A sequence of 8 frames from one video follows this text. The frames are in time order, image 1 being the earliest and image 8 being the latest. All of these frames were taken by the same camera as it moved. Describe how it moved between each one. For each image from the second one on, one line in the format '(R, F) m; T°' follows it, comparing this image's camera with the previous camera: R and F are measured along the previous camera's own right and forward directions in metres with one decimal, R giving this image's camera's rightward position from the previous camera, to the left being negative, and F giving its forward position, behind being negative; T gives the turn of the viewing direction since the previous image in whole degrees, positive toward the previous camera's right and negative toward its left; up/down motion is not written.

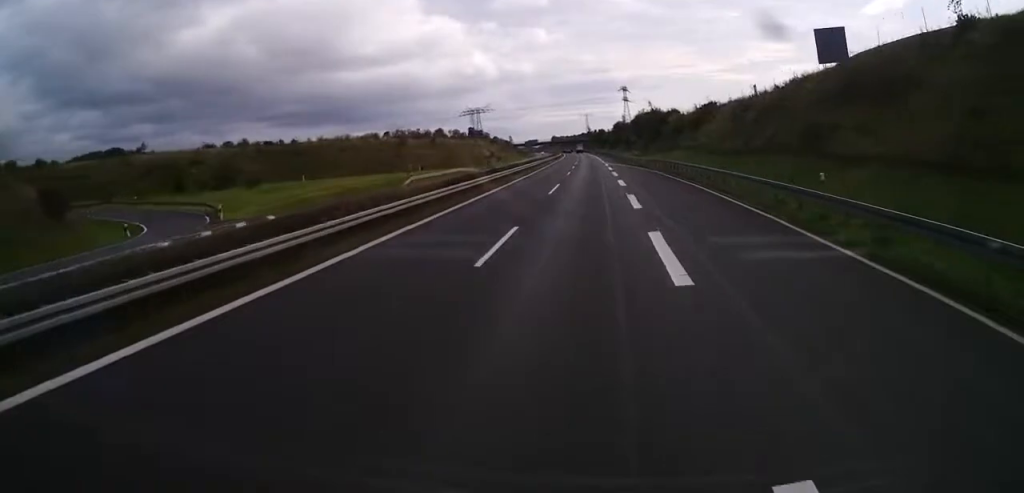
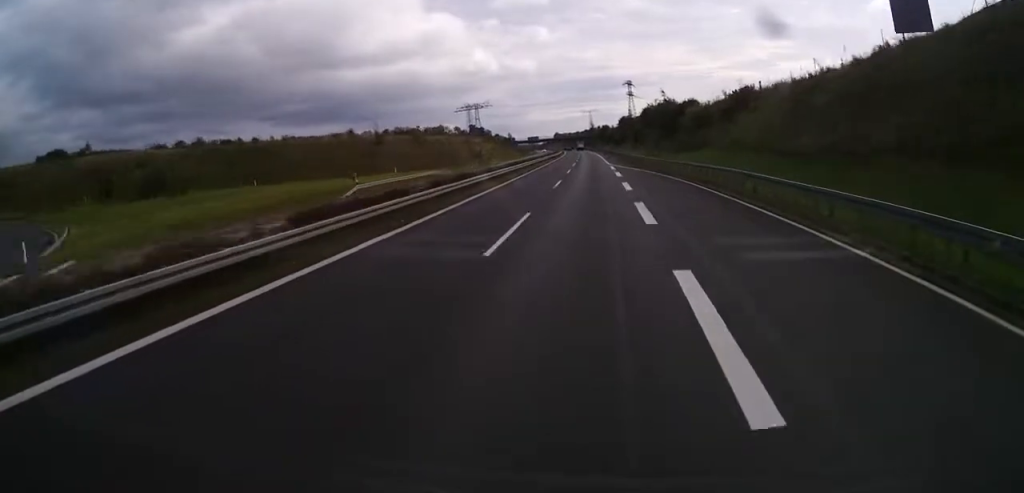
(0.0, +17.5) m; 0°
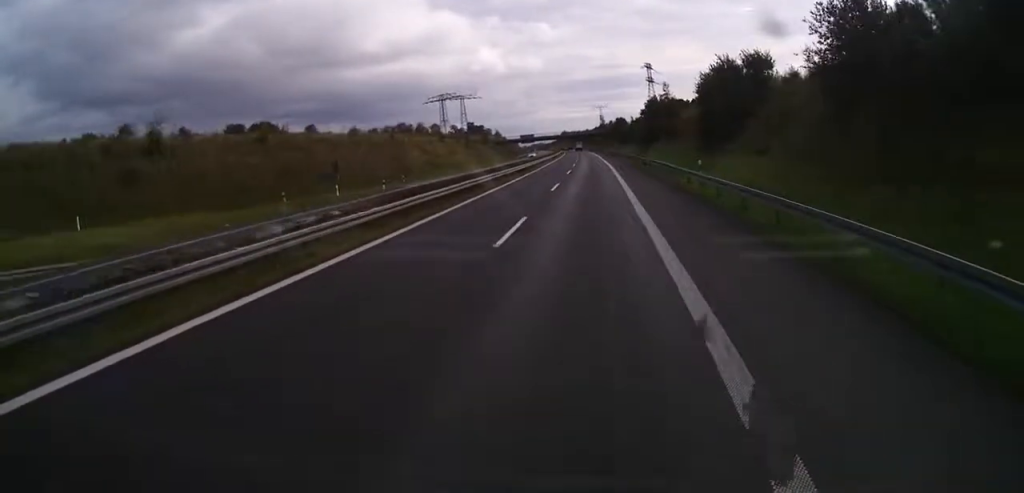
(0.0, +73.7) m; 0°
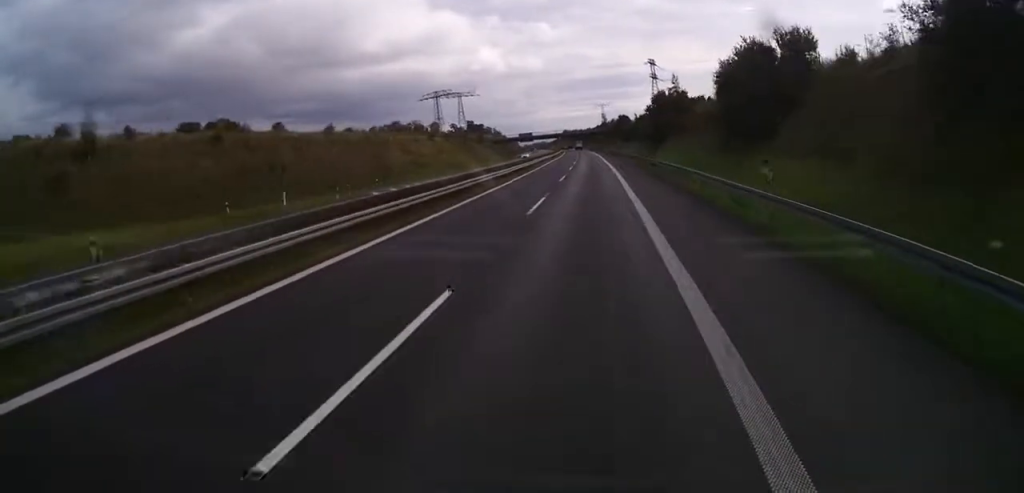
(0.0, +10.7) m; 0°
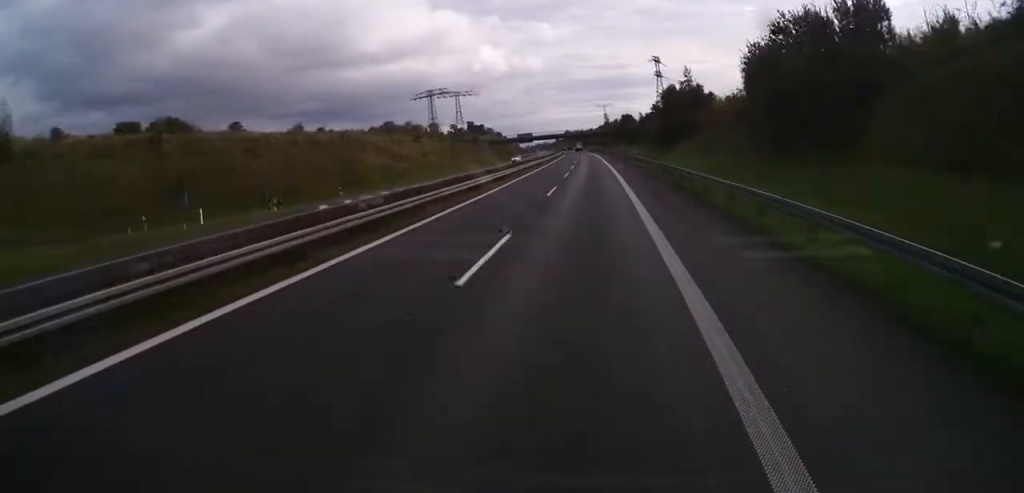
(0.0, +11.6) m; 0°
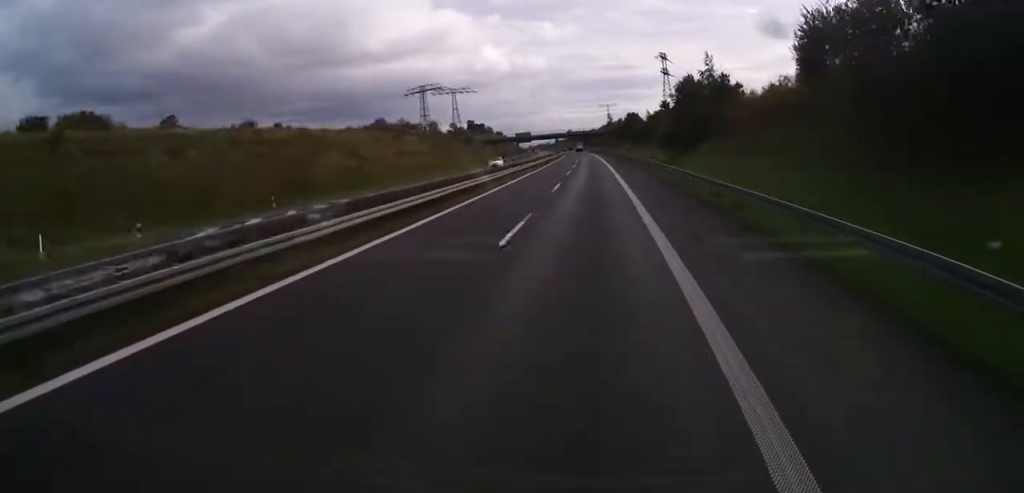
(0.0, +14.0) m; 0°
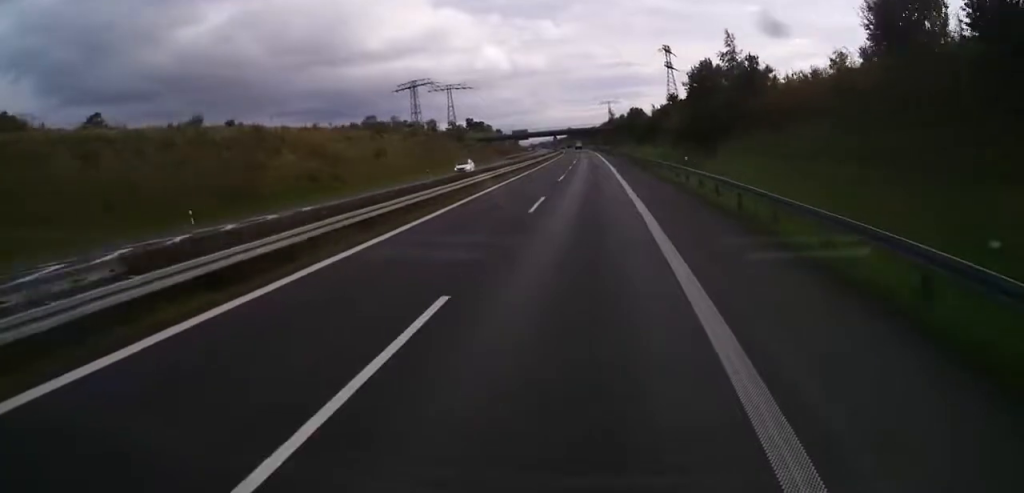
(0.0, +11.5) m; 0°
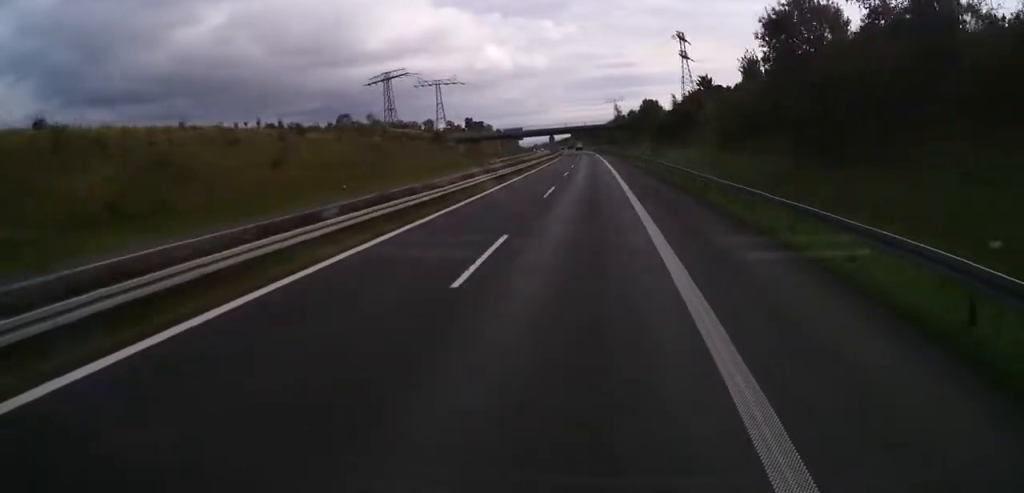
(0.0, +29.5) m; 0°
